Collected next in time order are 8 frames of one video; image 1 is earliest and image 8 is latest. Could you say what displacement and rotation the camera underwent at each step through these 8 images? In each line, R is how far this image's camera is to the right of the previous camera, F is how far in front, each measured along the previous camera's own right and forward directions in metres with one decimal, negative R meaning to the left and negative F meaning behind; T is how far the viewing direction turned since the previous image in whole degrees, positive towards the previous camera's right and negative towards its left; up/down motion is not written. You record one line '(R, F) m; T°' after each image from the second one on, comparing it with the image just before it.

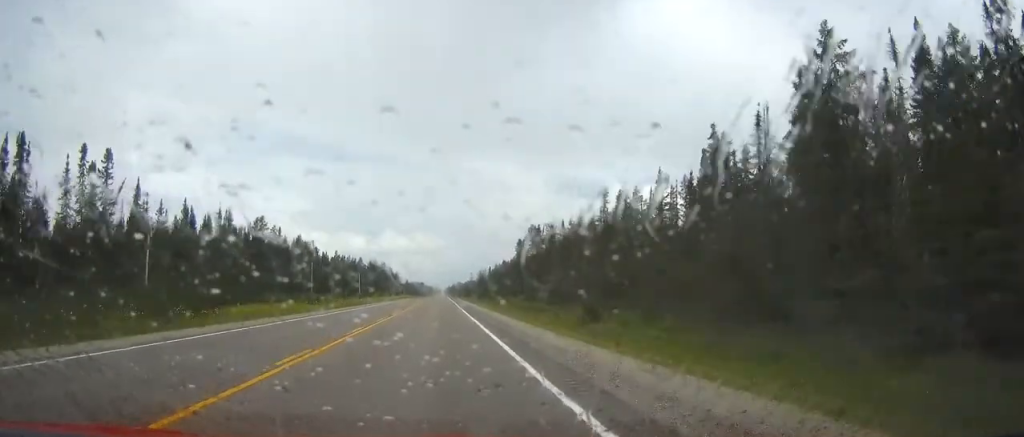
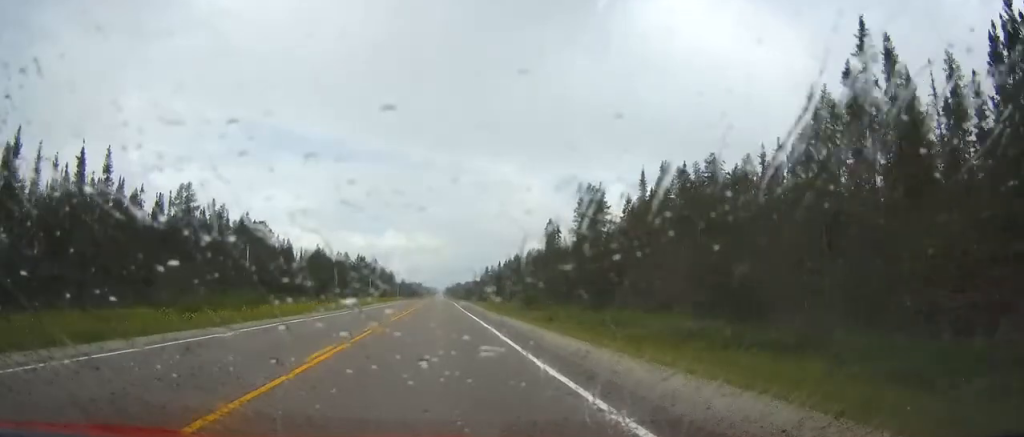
(0.0, +52.7) m; 0°
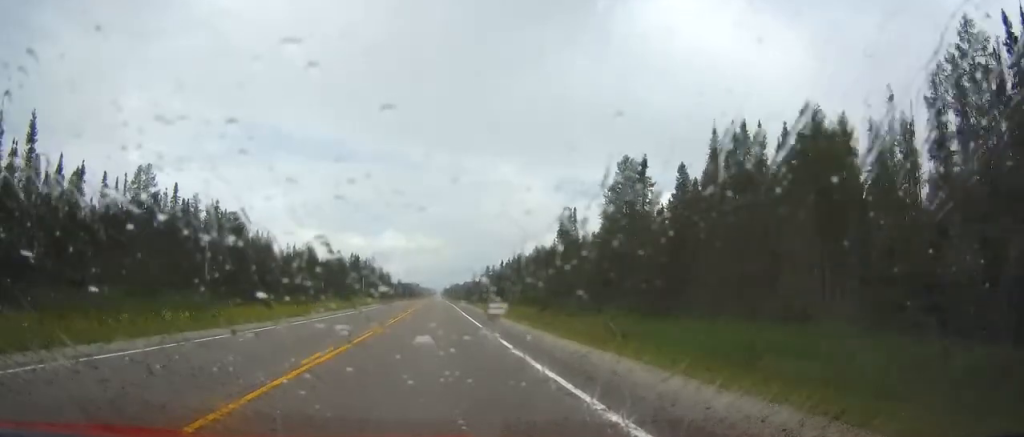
(0.0, +18.2) m; 0°
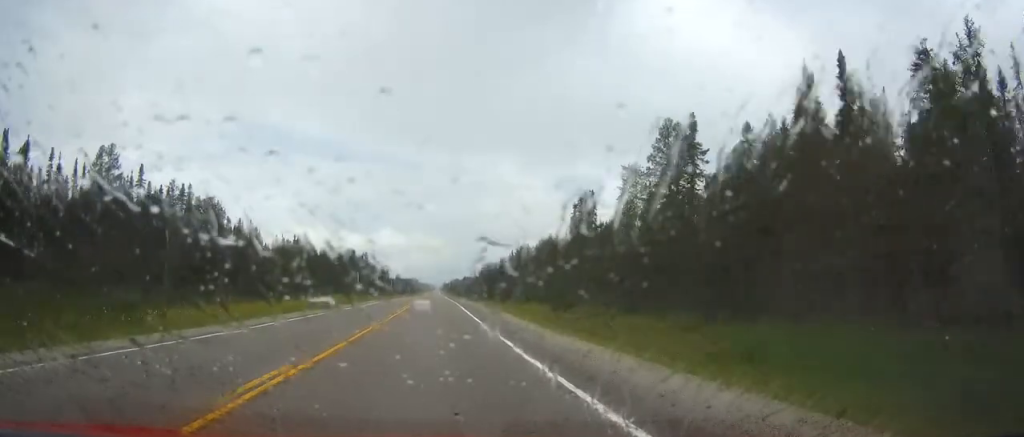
(0.0, +13.4) m; 0°
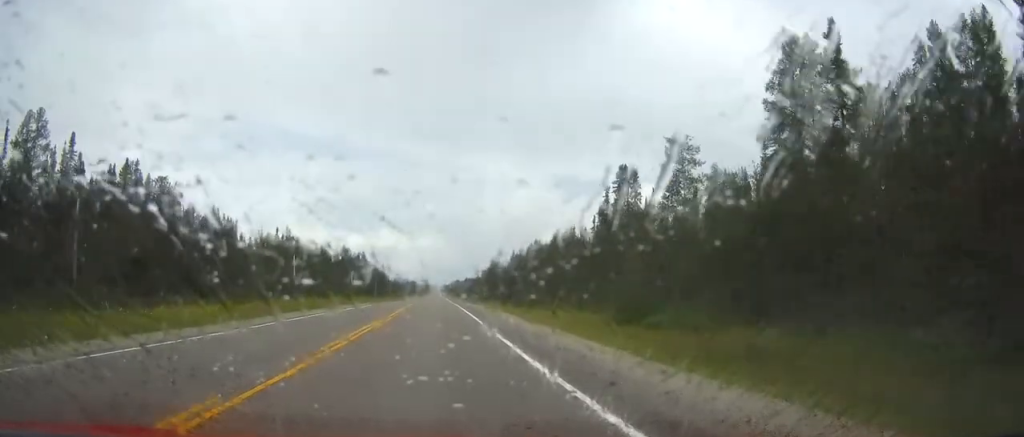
(+0.1, +21.0) m; 0°
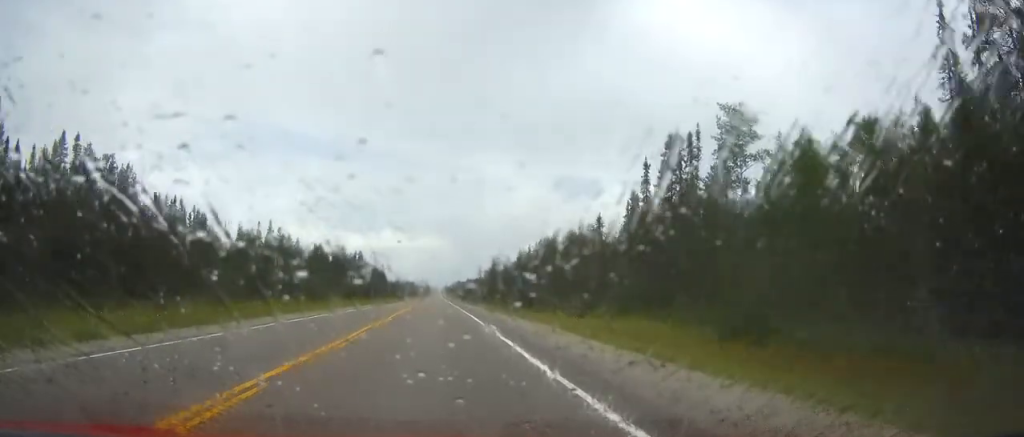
(0.0, +17.2) m; 0°
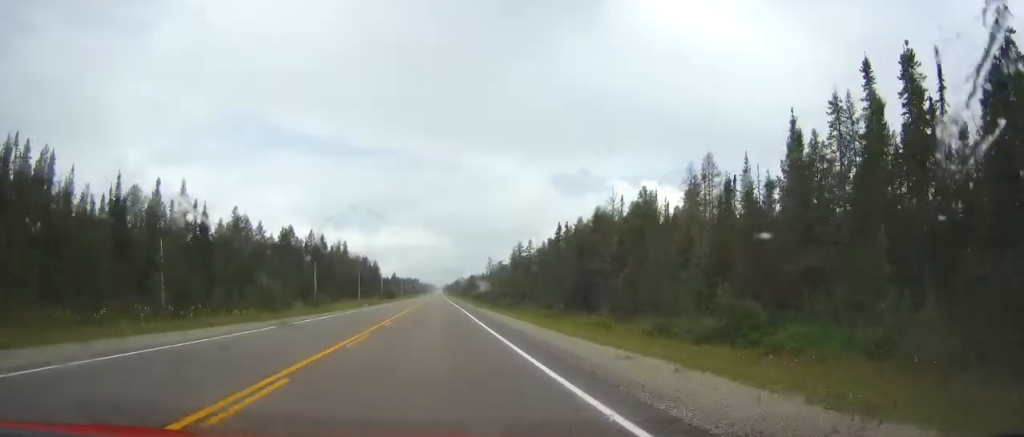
(-0.3, +53.4) m; 0°
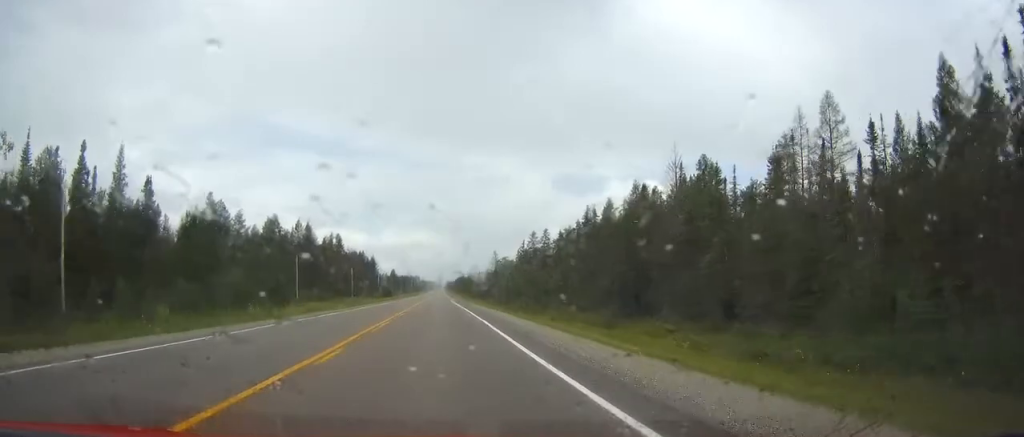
(+0.1, +21.9) m; 0°
